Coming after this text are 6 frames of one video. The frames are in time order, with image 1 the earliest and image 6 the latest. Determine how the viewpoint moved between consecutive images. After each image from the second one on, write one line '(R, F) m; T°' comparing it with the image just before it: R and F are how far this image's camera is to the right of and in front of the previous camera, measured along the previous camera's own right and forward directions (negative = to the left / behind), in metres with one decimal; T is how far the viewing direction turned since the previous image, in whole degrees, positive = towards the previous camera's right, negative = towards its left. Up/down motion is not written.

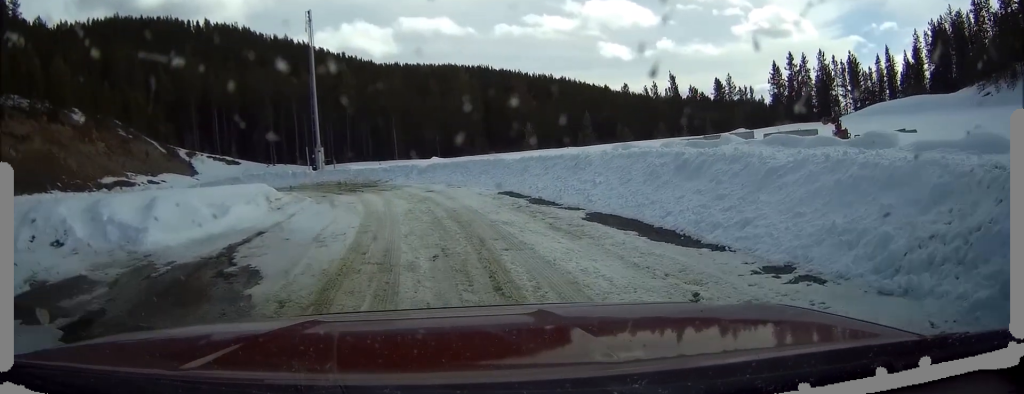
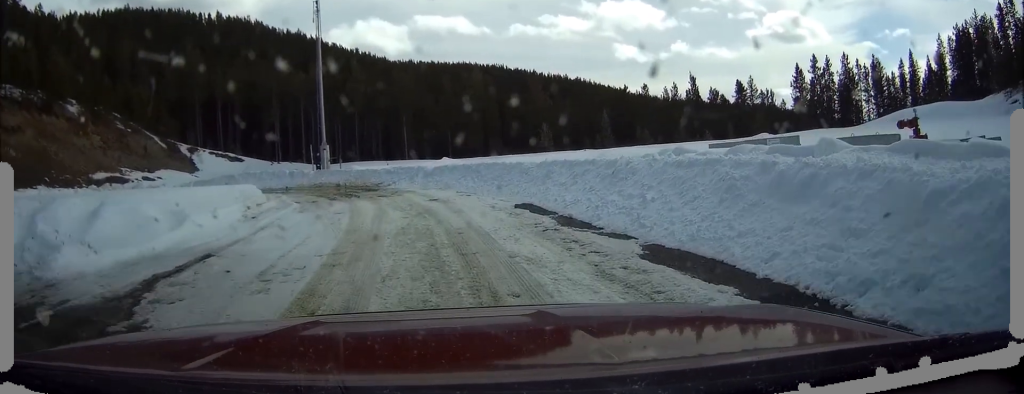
(0.0, +3.2) m; +1°
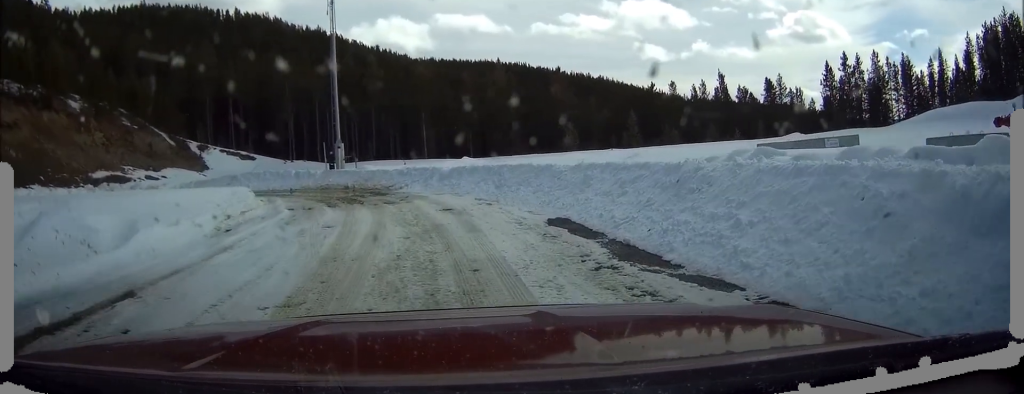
(+0.1, +3.3) m; -2°
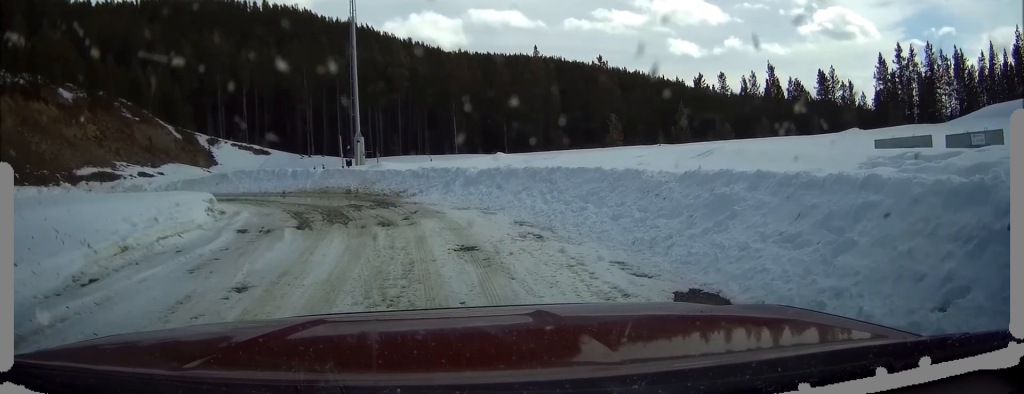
(-0.5, +6.9) m; -8°
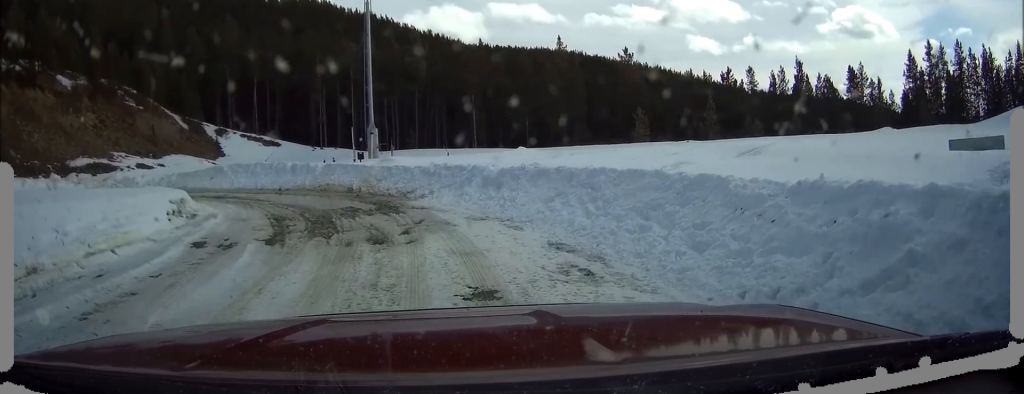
(-0.1, +3.4) m; -2°
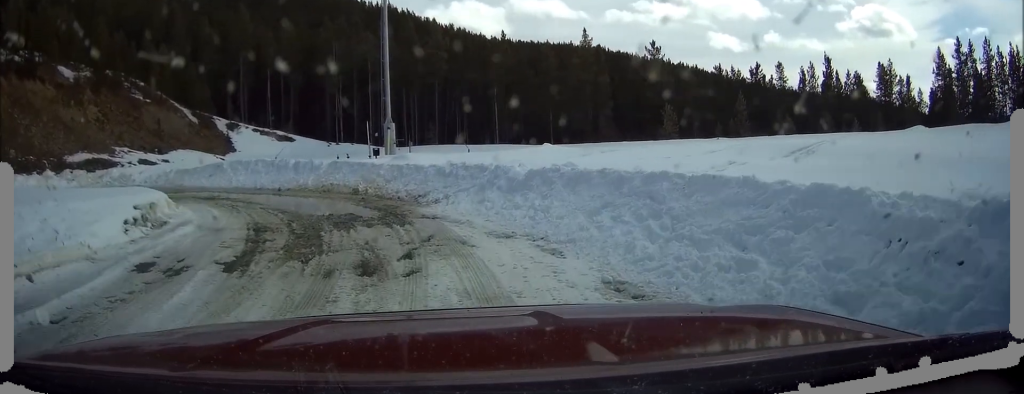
(0.0, +2.8) m; -1°
